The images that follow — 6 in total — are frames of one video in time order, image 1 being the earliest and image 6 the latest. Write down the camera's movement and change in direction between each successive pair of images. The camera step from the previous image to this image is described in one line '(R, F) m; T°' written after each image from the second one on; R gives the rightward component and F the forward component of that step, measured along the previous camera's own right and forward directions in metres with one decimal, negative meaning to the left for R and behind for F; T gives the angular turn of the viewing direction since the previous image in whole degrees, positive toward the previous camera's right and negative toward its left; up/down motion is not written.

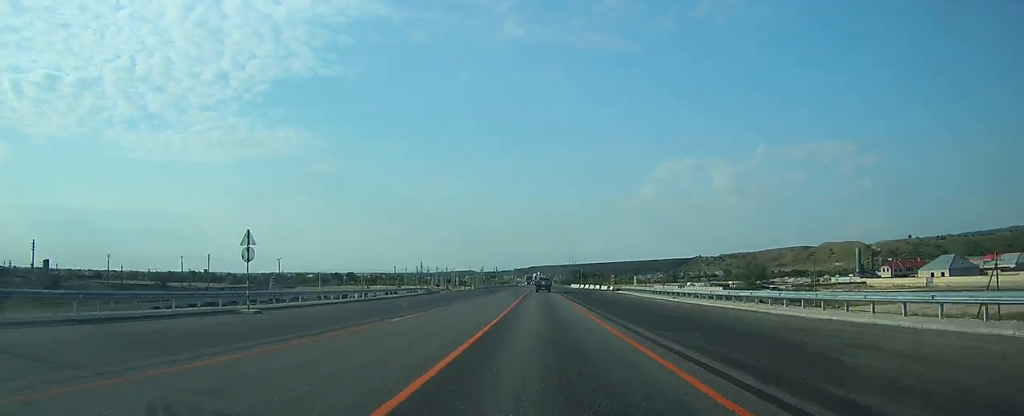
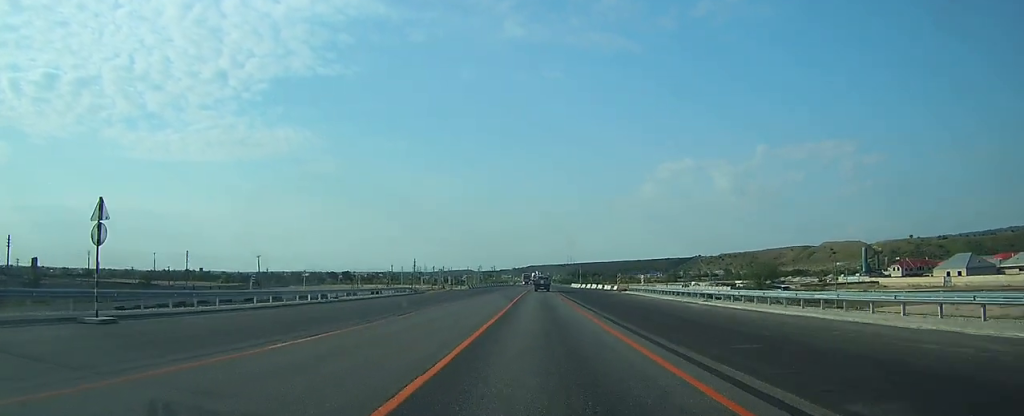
(0.0, +9.9) m; 0°
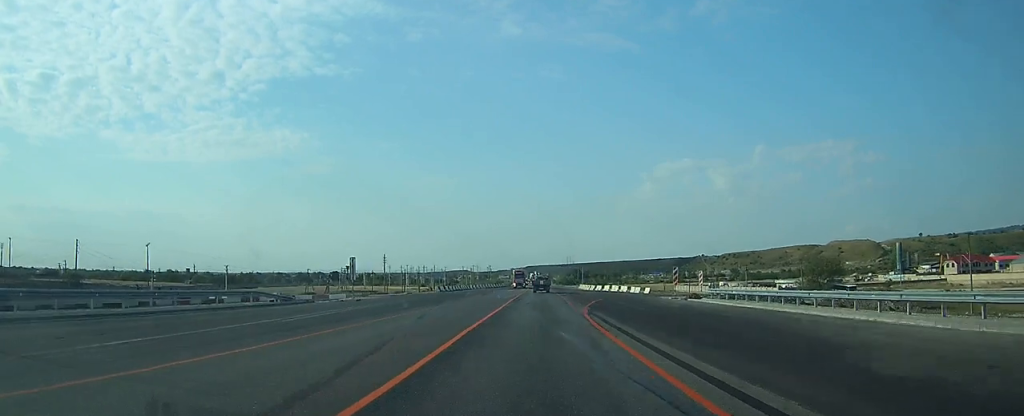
(+0.1, +39.7) m; 0°
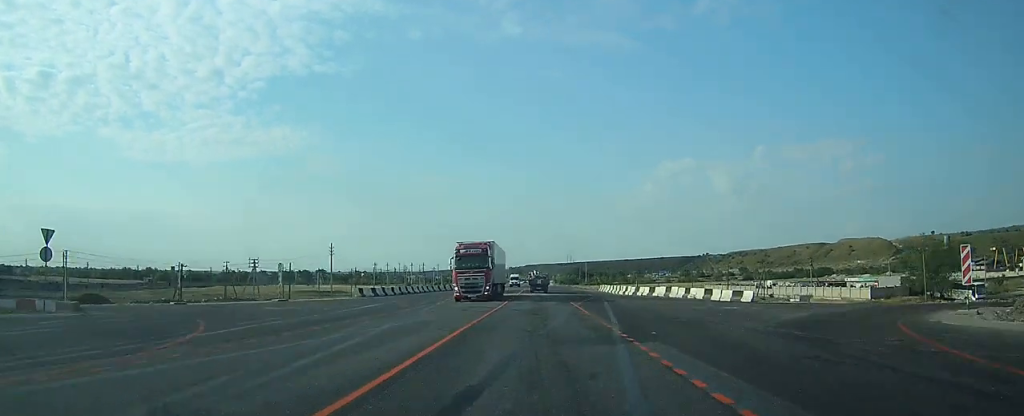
(+0.2, +45.1) m; 0°
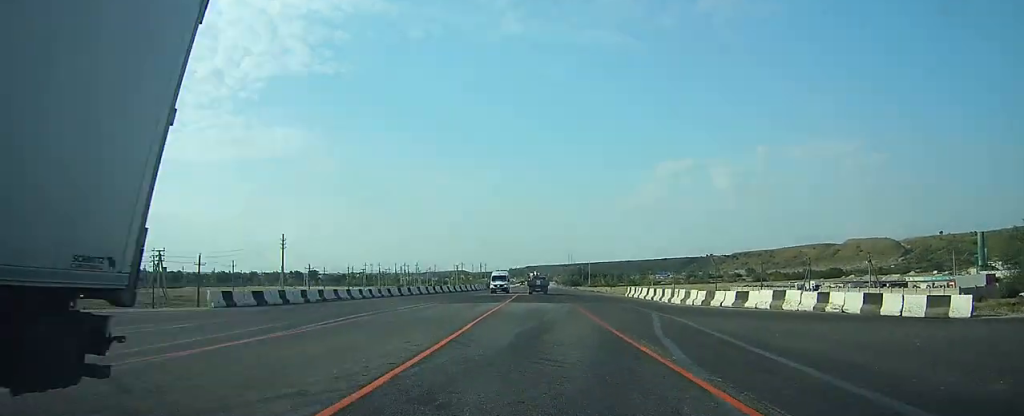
(-0.1, +25.9) m; 0°
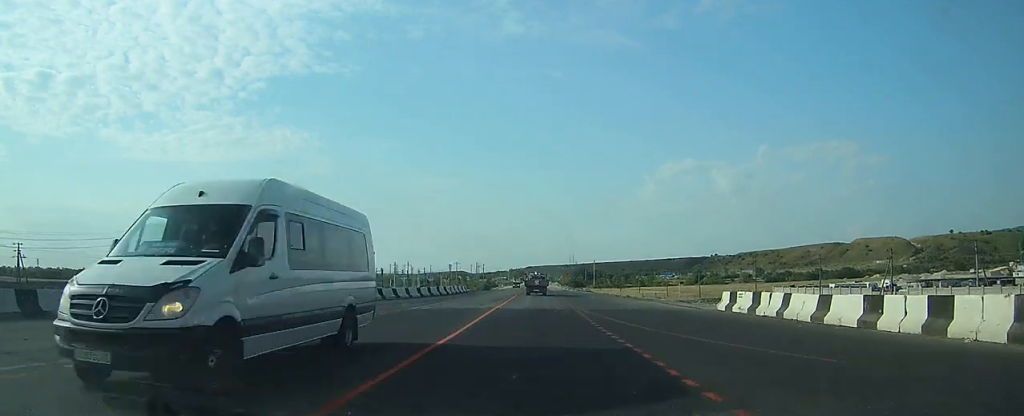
(-0.1, +31.1) m; 0°
